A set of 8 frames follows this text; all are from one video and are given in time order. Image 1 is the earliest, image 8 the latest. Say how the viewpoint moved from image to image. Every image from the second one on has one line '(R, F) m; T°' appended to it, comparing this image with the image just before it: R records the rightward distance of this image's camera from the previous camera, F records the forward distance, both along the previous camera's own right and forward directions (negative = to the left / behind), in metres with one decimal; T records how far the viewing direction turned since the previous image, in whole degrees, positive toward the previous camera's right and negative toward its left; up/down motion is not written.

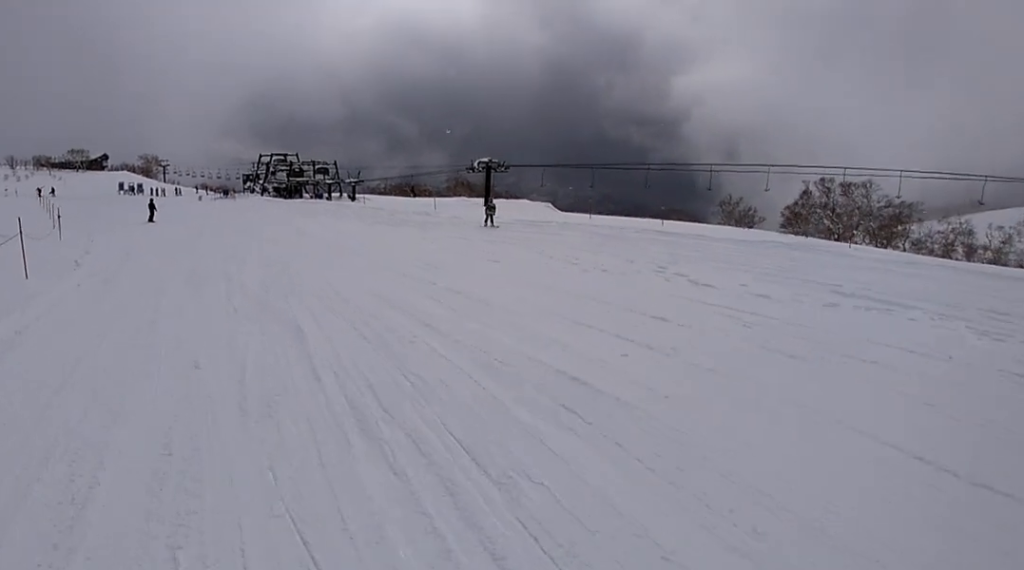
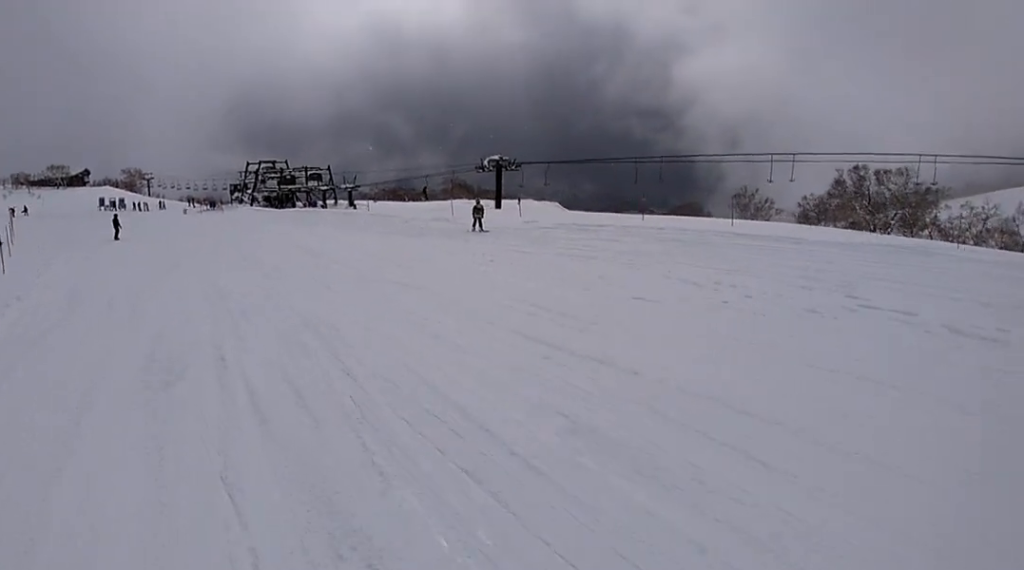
(-0.5, +7.3) m; -3°
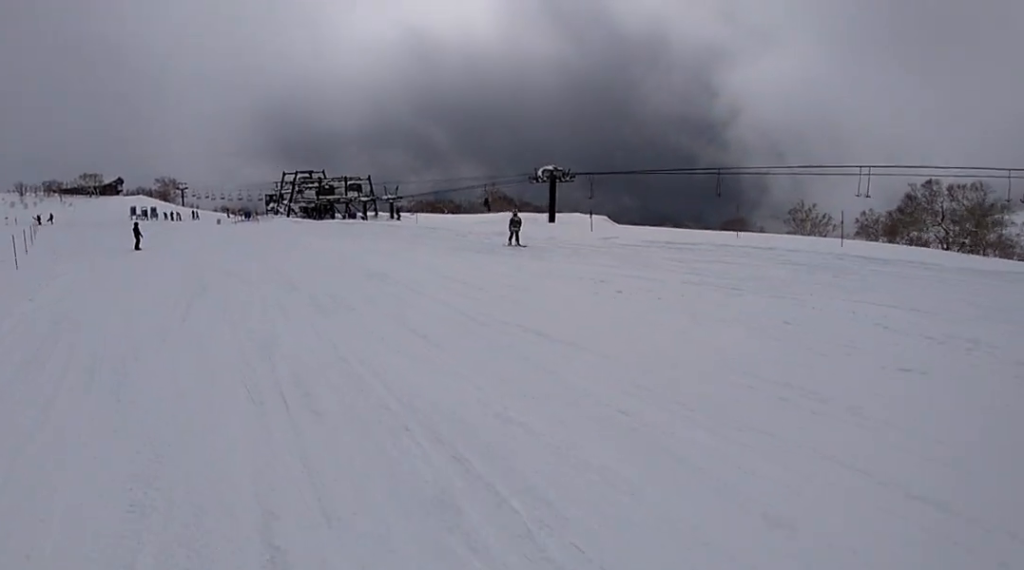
(-0.3, +5.1) m; 0°
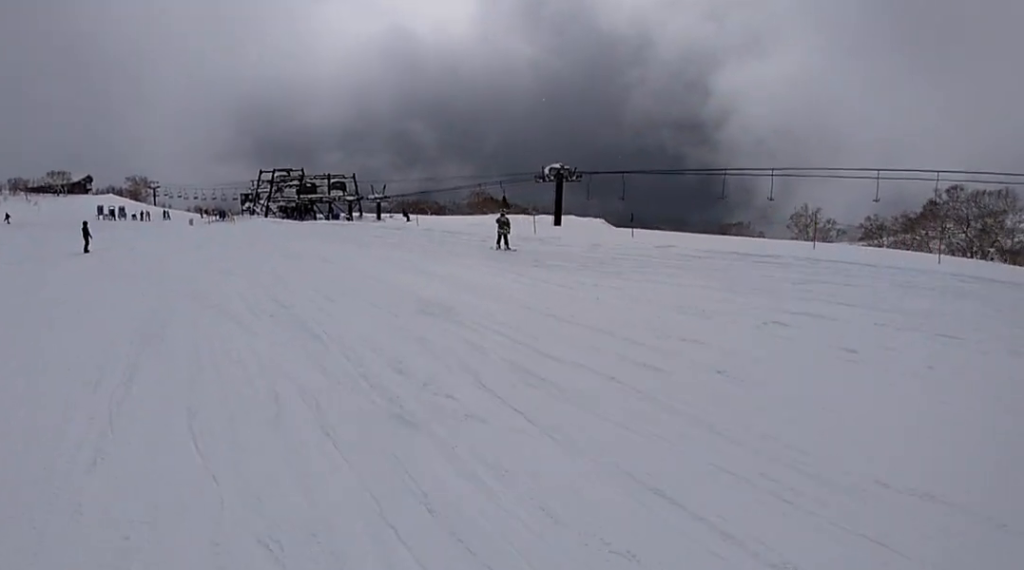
(+0.7, +6.7) m; +1°
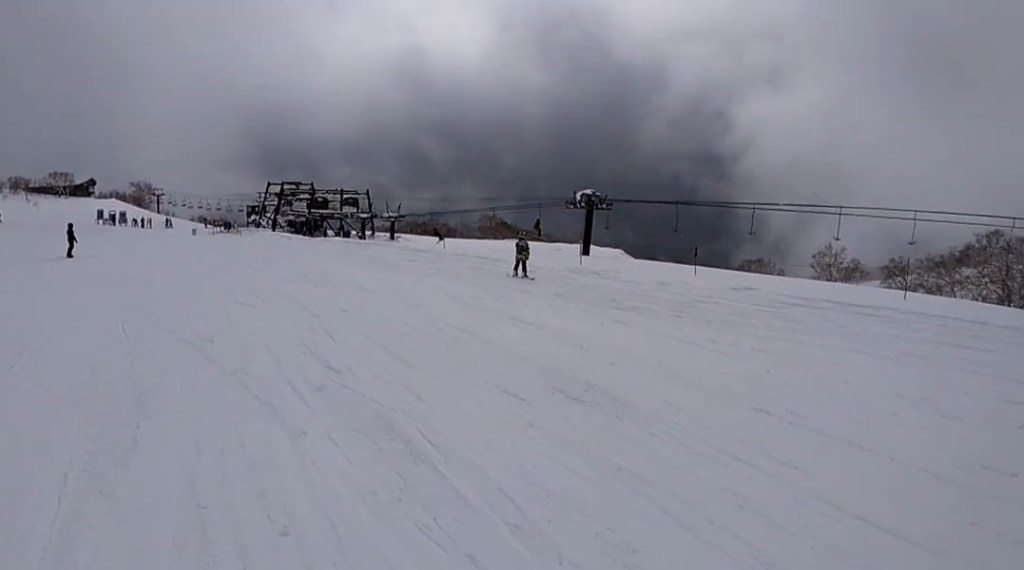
(-0.7, +4.6) m; 0°
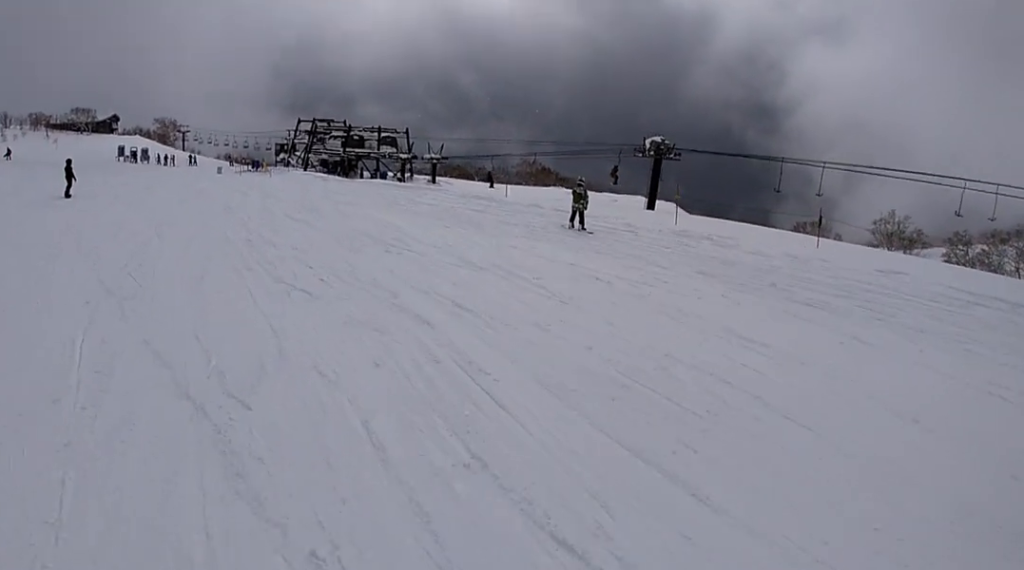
(+0.7, +5.3) m; 0°
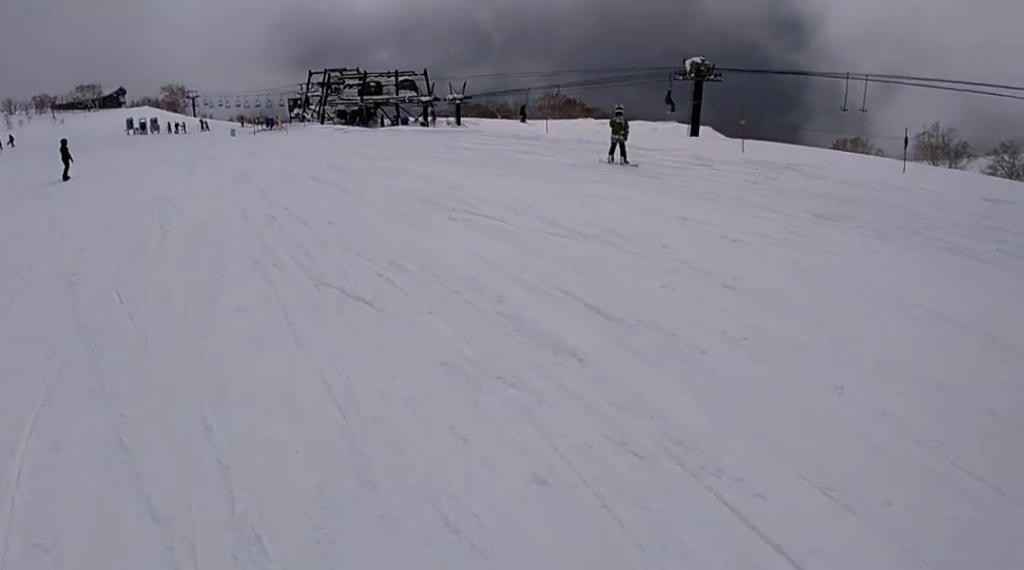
(+0.1, +2.8) m; -2°
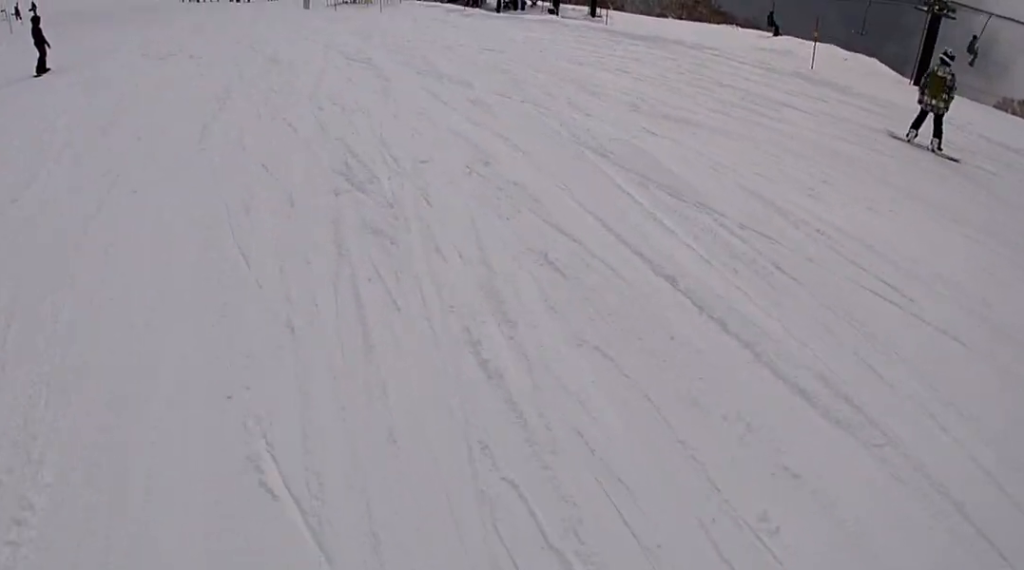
(-0.8, +12.6) m; +5°
